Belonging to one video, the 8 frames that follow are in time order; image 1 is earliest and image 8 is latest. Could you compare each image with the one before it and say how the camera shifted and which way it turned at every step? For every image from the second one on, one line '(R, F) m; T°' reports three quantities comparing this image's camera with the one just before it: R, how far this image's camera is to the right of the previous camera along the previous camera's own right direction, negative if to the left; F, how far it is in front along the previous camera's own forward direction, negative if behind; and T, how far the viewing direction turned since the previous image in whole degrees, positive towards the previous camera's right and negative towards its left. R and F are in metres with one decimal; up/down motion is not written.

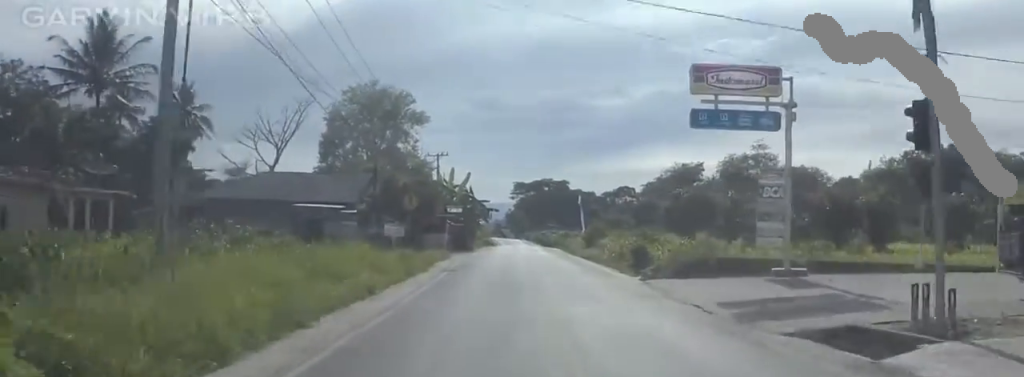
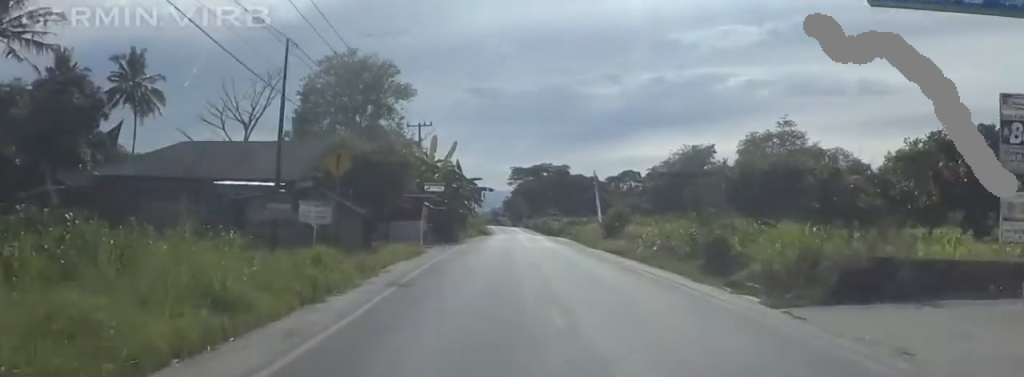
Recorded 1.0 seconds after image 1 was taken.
(-0.5, +16.0) m; +1°
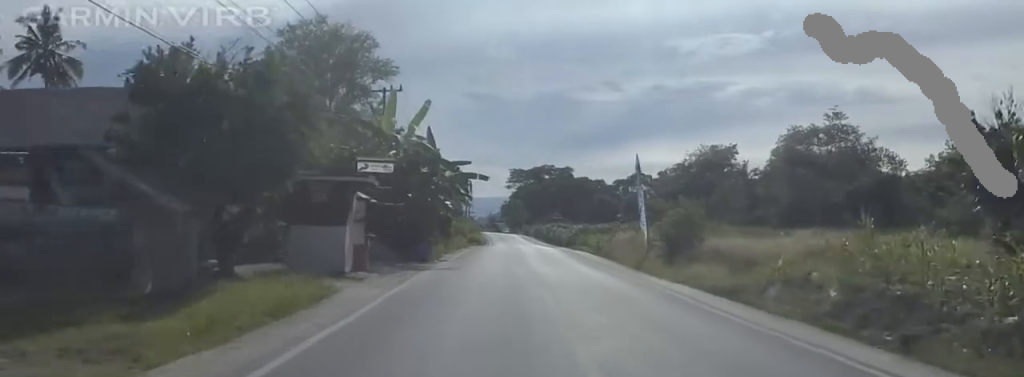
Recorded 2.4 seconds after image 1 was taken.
(+1.3, +21.8) m; +1°
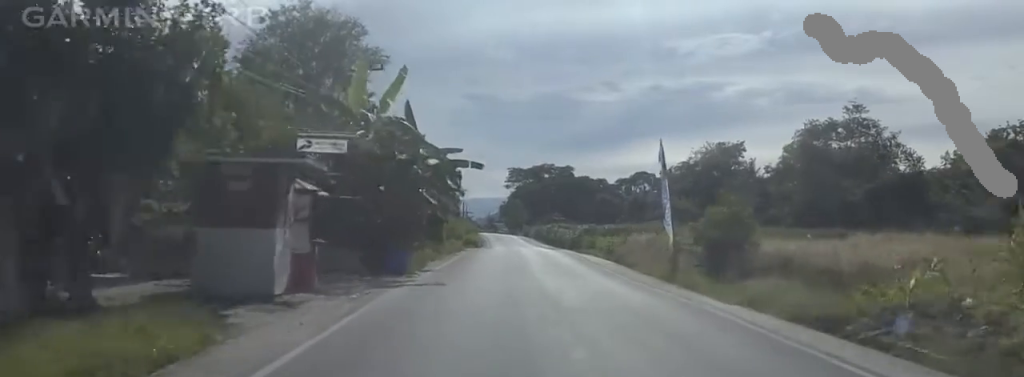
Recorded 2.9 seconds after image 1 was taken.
(-0.5, +7.1) m; -2°
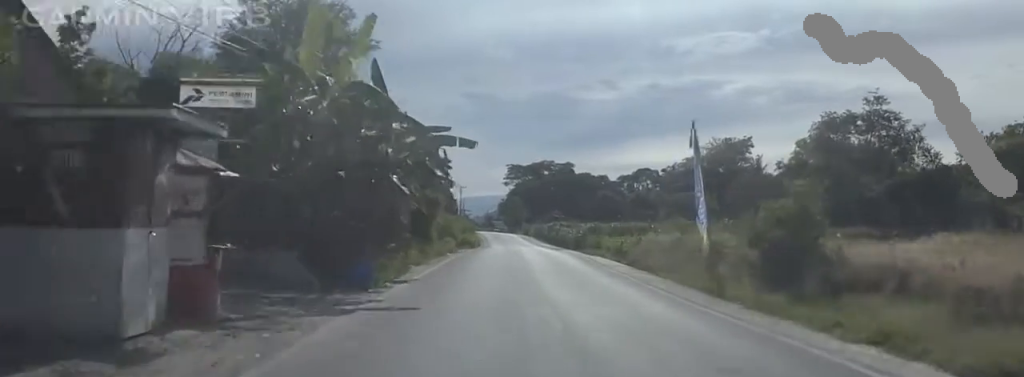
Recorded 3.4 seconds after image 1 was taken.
(-0.4, +6.4) m; -2°
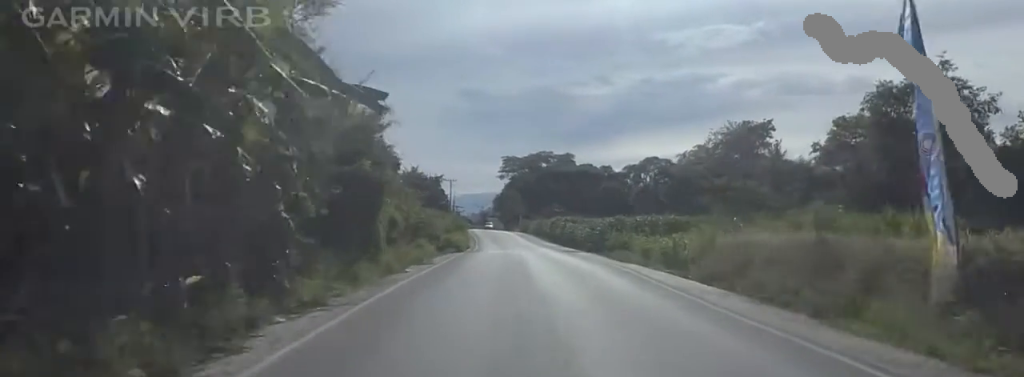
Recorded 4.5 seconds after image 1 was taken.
(+0.3, +17.0) m; +5°
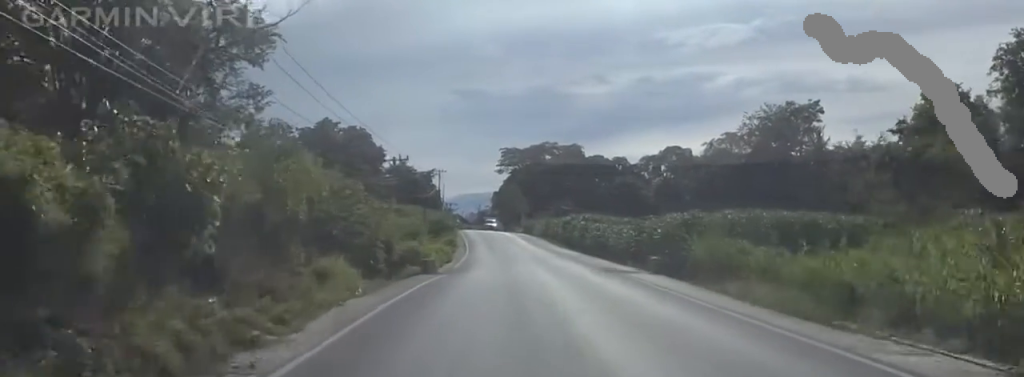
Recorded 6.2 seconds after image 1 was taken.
(-0.3, +24.6) m; -1°
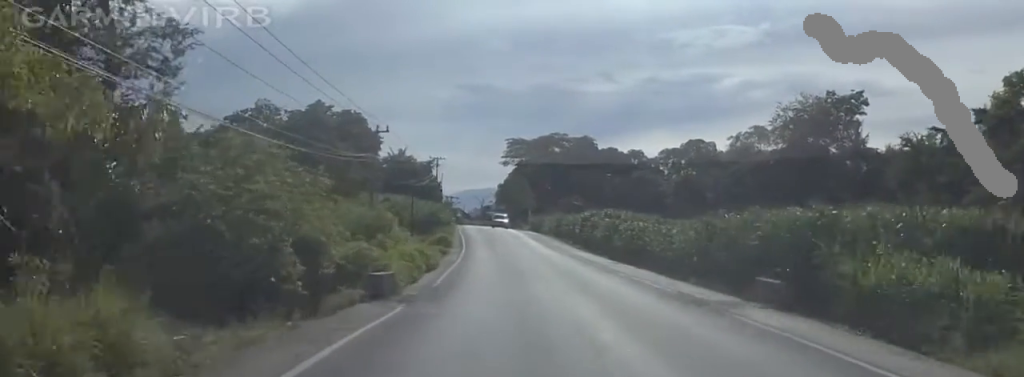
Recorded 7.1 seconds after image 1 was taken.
(+0.6, +13.8) m; +1°
